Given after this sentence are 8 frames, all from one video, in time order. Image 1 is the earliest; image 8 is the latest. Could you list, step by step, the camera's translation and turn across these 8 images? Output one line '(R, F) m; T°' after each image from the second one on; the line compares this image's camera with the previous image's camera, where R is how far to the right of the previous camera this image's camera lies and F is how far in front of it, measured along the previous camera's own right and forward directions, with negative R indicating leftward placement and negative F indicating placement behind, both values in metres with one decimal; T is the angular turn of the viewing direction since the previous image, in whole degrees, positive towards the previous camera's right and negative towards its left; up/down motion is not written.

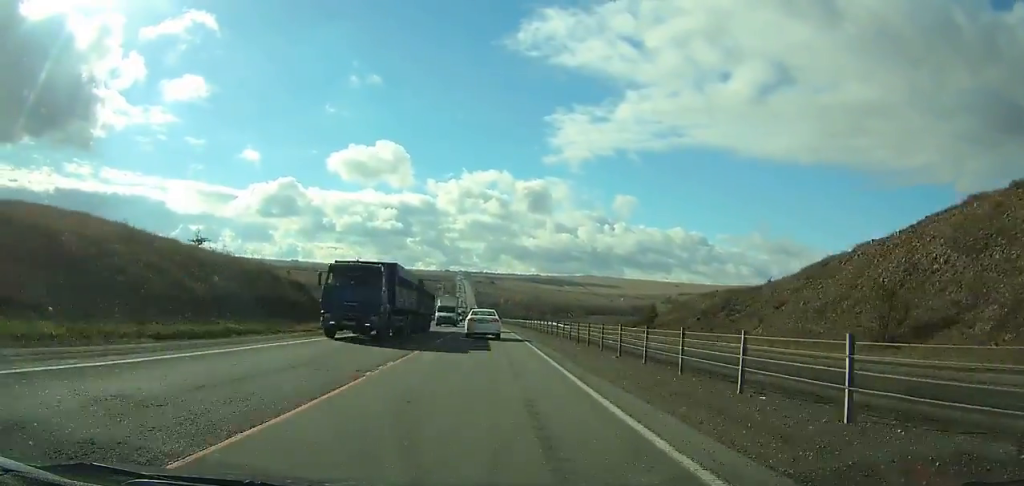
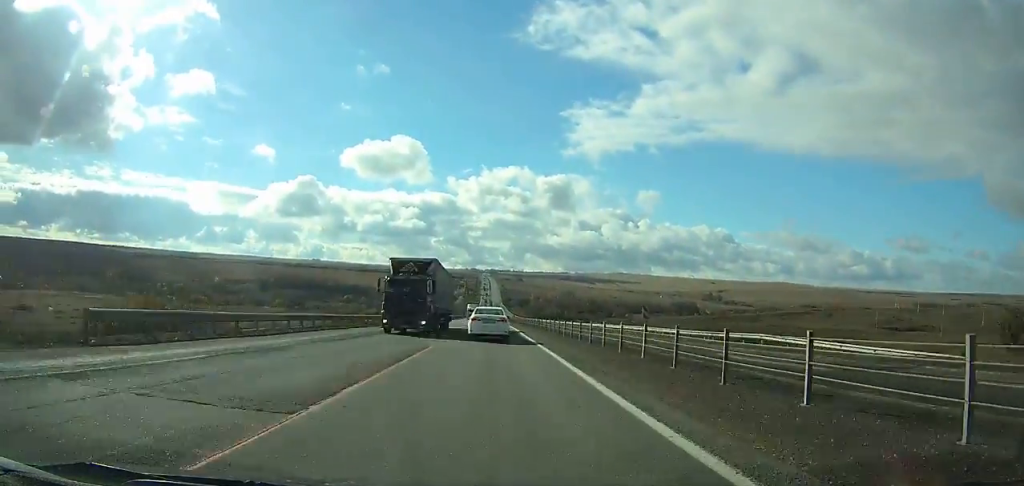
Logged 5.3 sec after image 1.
(-2.0, +102.9) m; -2°
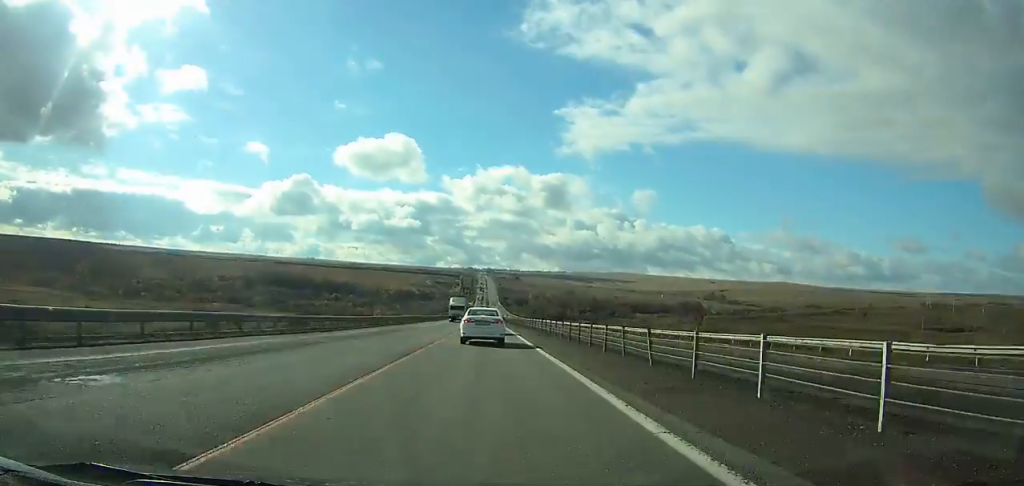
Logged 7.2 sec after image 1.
(-0.2, +35.9) m; -1°
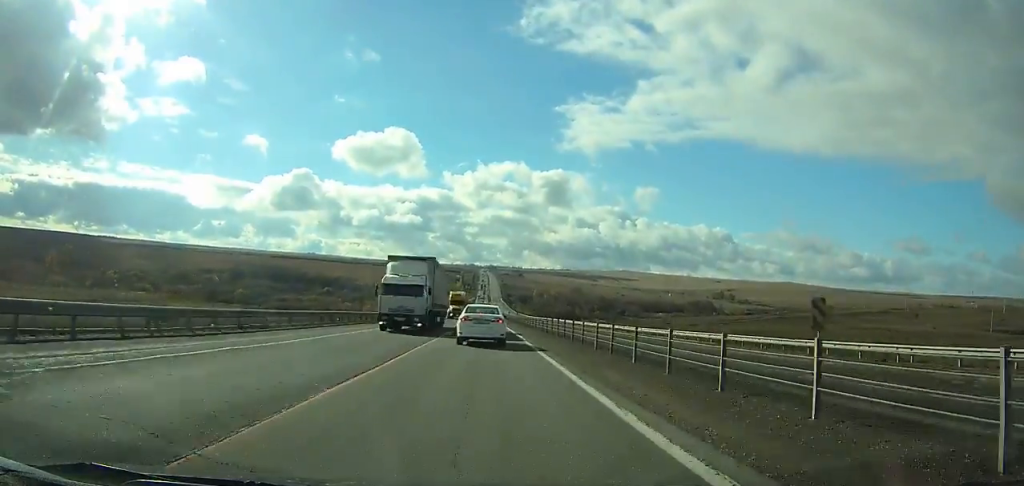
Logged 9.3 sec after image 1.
(-0.2, +38.7) m; 0°
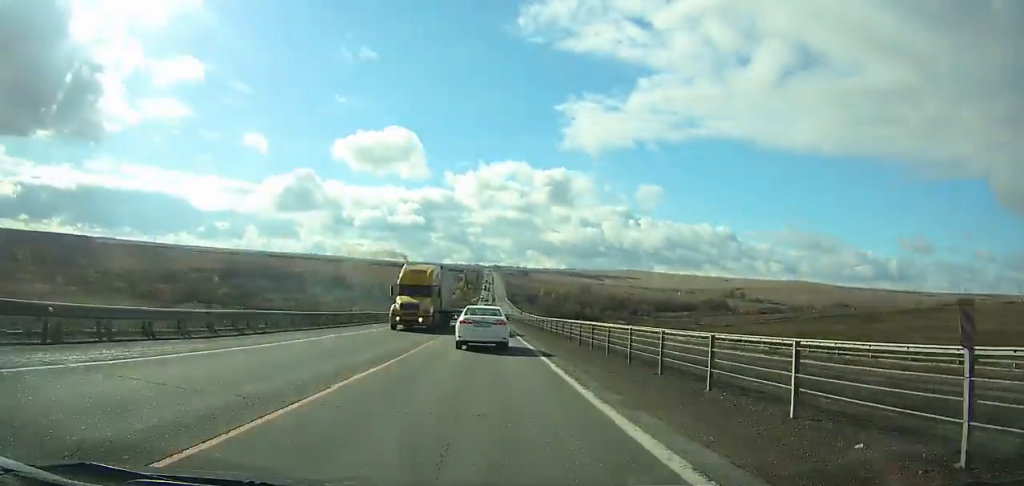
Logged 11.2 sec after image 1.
(-0.1, +33.1) m; 0°
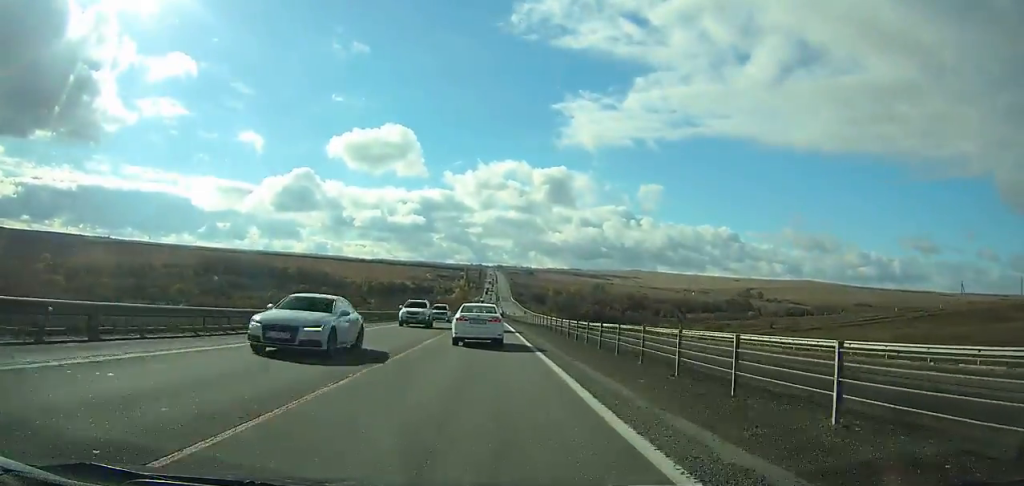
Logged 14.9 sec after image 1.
(-0.1, +62.7) m; 0°
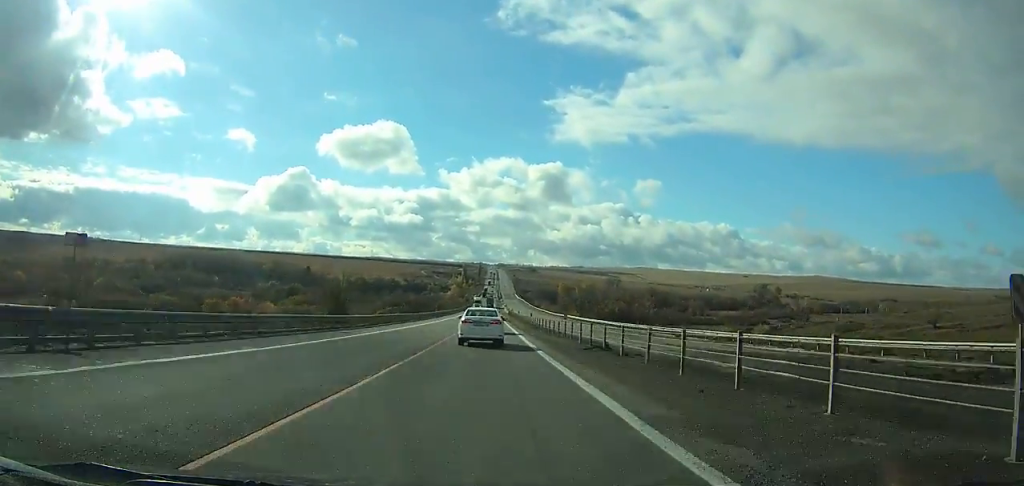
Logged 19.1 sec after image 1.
(0.0, +69.0) m; 0°
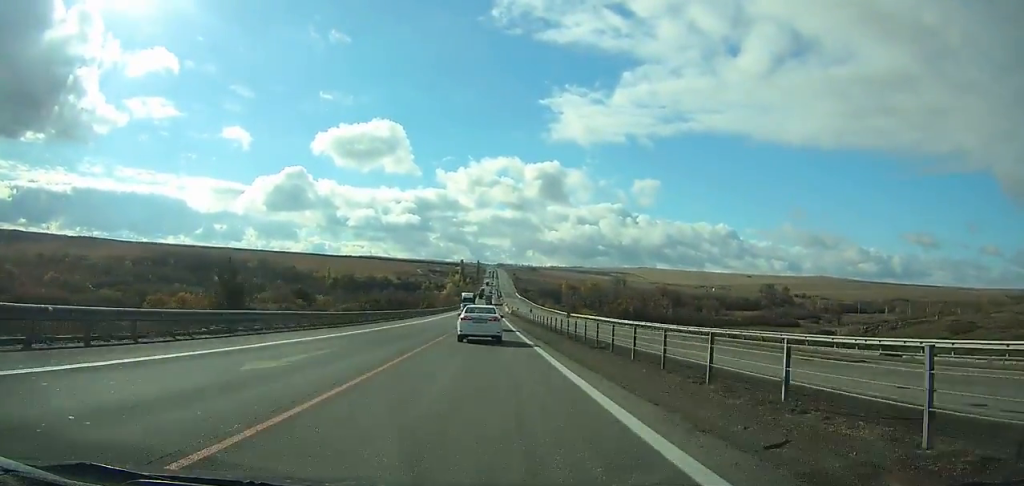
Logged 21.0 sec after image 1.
(0.0, +31.2) m; 0°
